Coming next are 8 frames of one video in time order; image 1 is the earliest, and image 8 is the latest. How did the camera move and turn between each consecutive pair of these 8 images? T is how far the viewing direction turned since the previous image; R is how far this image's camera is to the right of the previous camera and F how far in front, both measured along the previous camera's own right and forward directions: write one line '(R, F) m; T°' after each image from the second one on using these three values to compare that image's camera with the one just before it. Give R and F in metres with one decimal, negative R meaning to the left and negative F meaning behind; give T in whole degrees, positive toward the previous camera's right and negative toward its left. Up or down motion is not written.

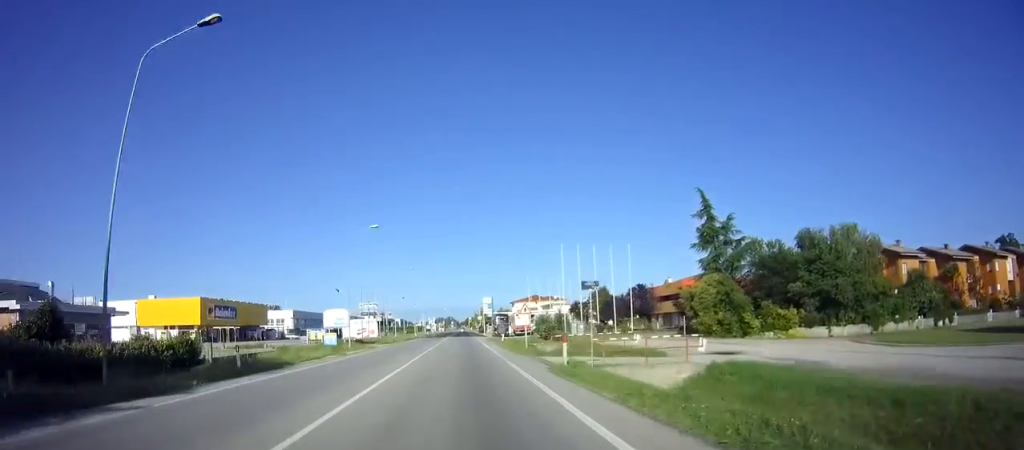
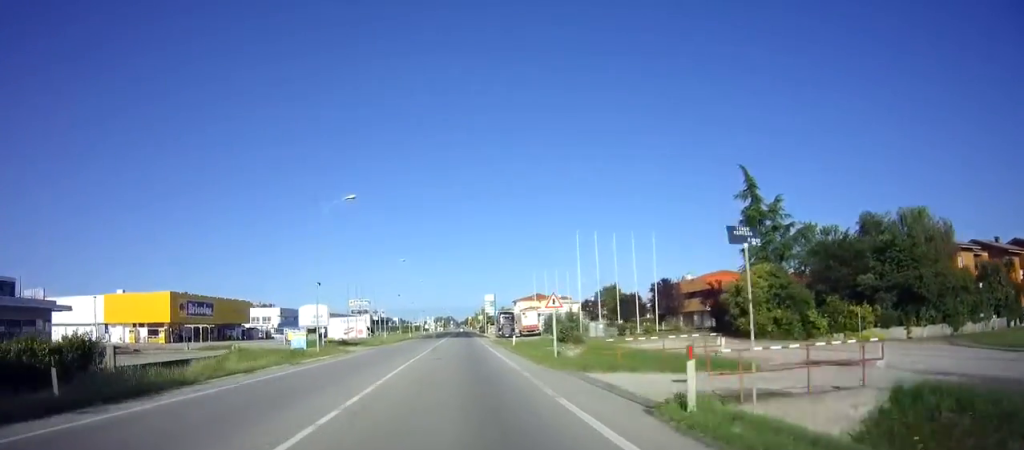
(0.0, +9.7) m; 0°
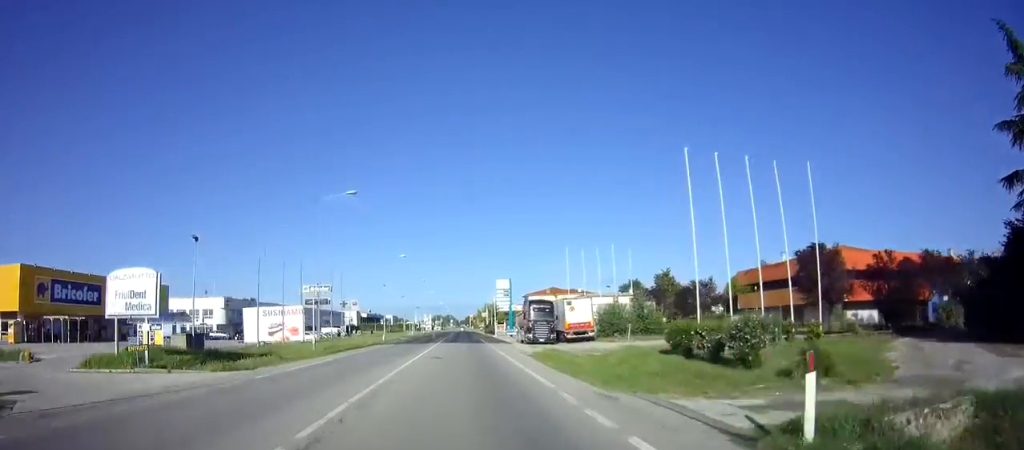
(0.0, +31.5) m; 0°
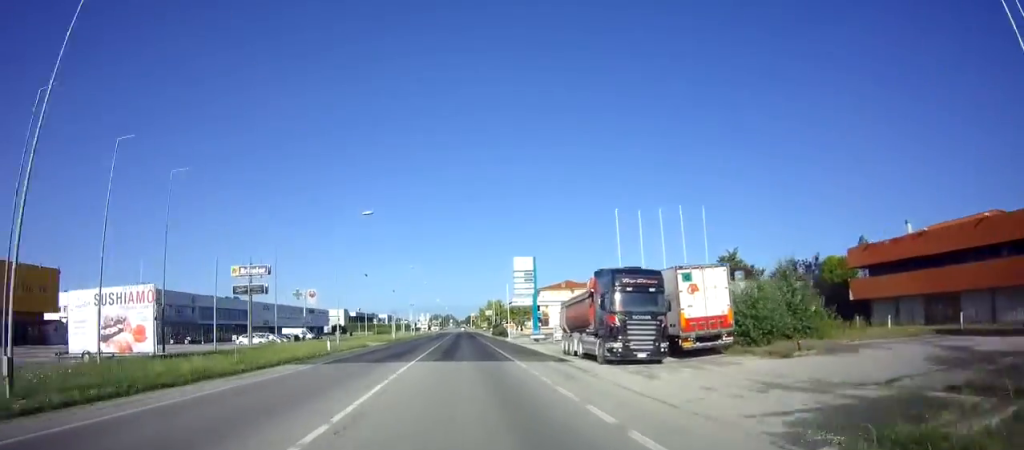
(+0.1, +24.7) m; 0°
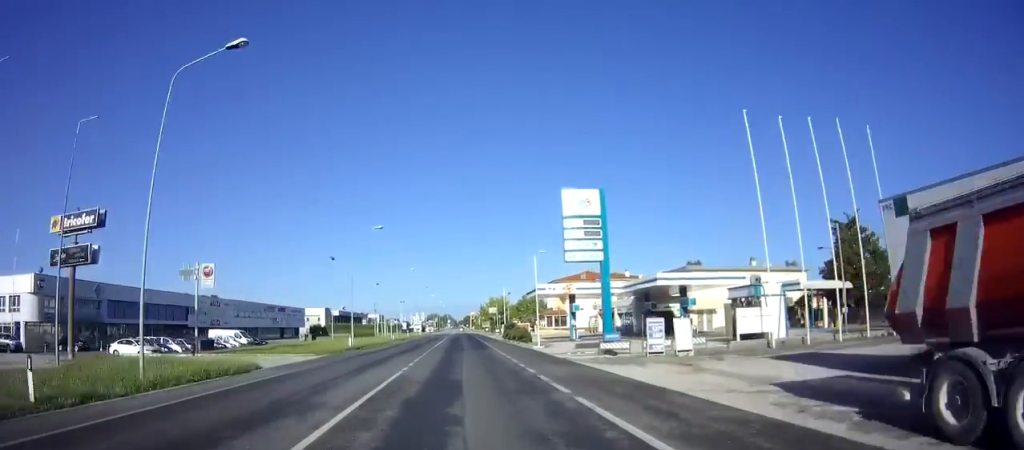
(-0.3, +24.9) m; 0°
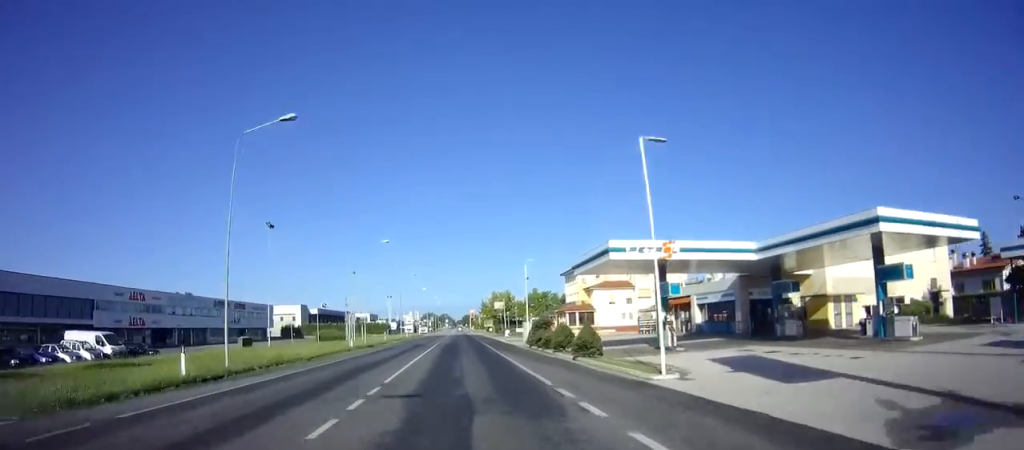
(+0.3, +24.3) m; +1°
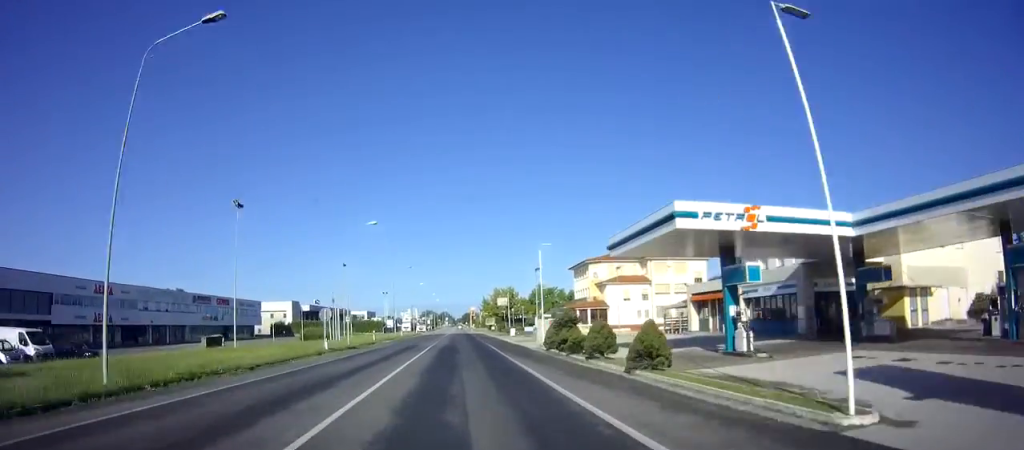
(0.0, +8.6) m; 0°
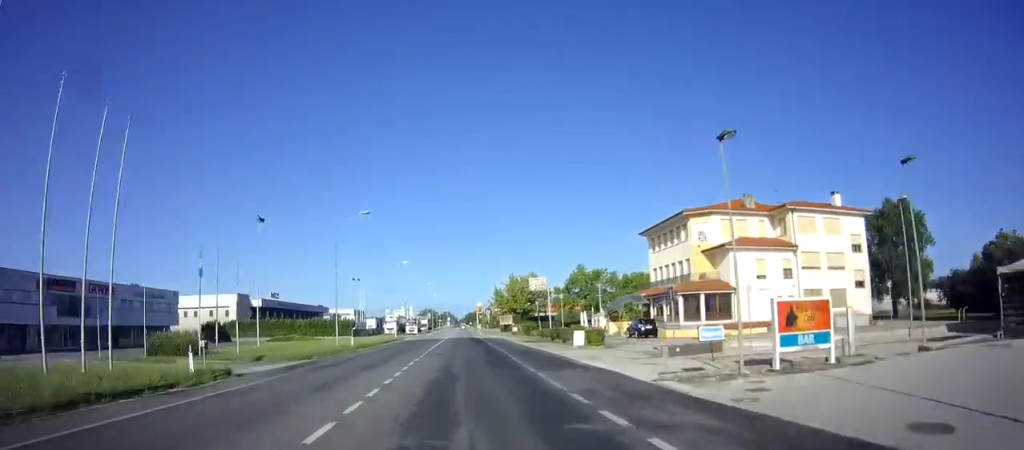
(+0.1, +37.2) m; 0°
